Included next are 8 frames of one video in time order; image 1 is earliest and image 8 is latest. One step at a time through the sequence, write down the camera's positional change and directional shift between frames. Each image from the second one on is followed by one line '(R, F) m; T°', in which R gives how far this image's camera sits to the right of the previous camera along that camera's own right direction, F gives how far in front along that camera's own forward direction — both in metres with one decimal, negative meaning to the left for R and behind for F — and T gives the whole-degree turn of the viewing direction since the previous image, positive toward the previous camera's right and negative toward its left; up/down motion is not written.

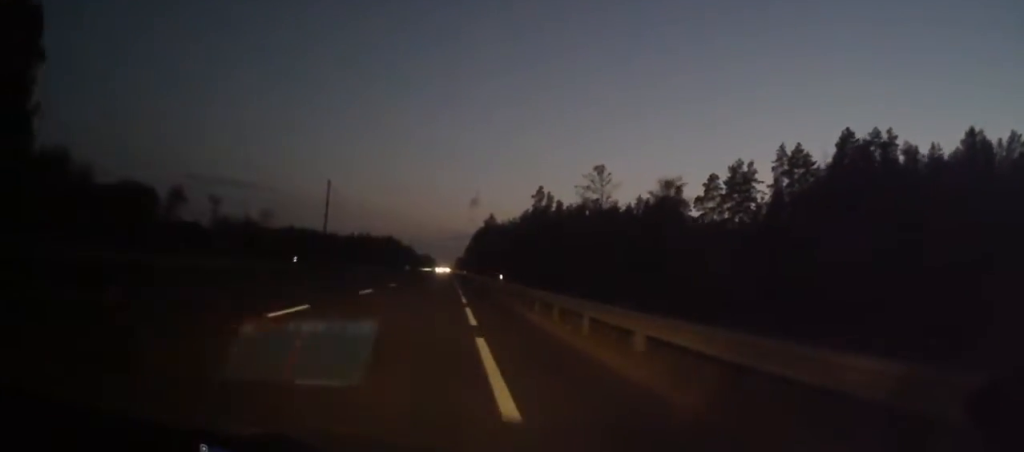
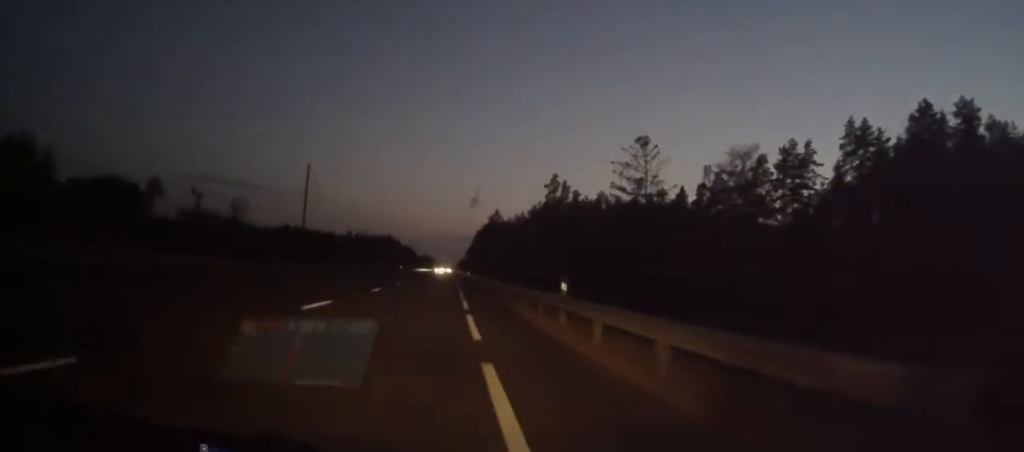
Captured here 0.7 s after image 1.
(-0.1, +21.1) m; 0°
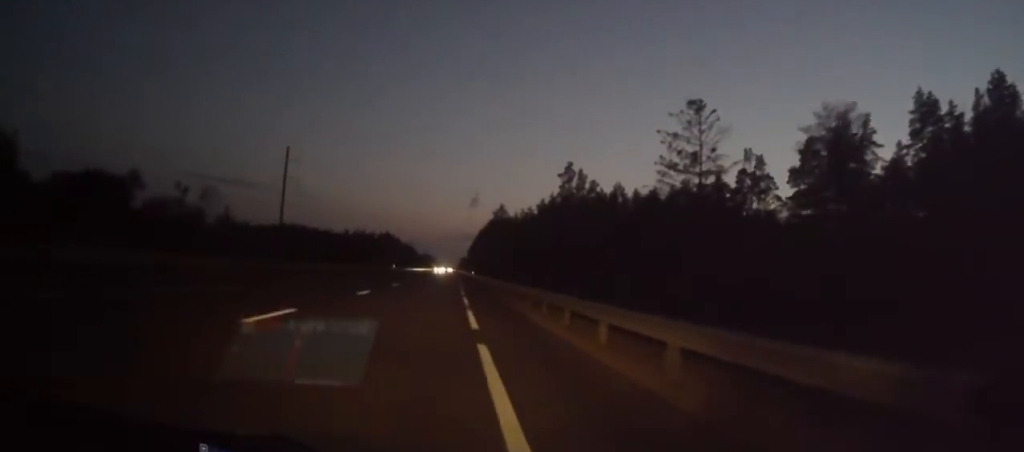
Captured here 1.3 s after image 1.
(0.0, +16.3) m; 0°
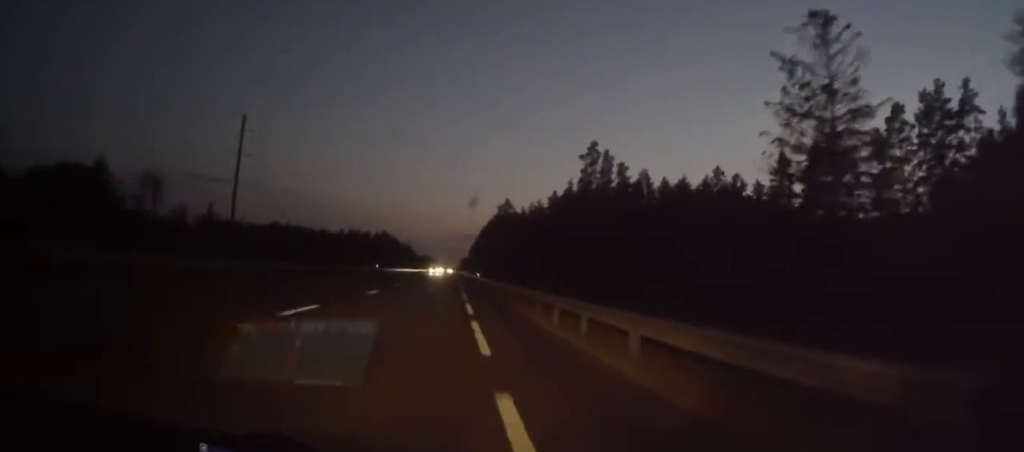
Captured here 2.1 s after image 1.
(+0.1, +22.0) m; 0°
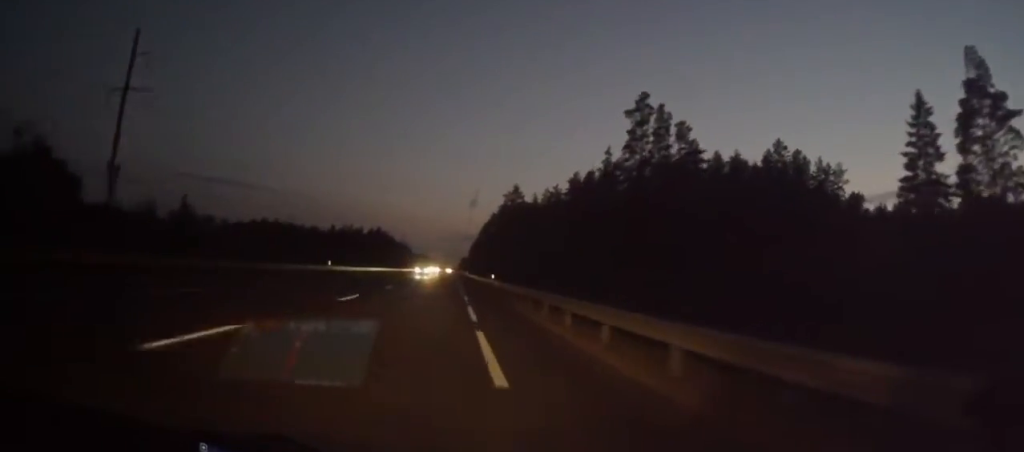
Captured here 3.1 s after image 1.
(-0.2, +29.6) m; 0°
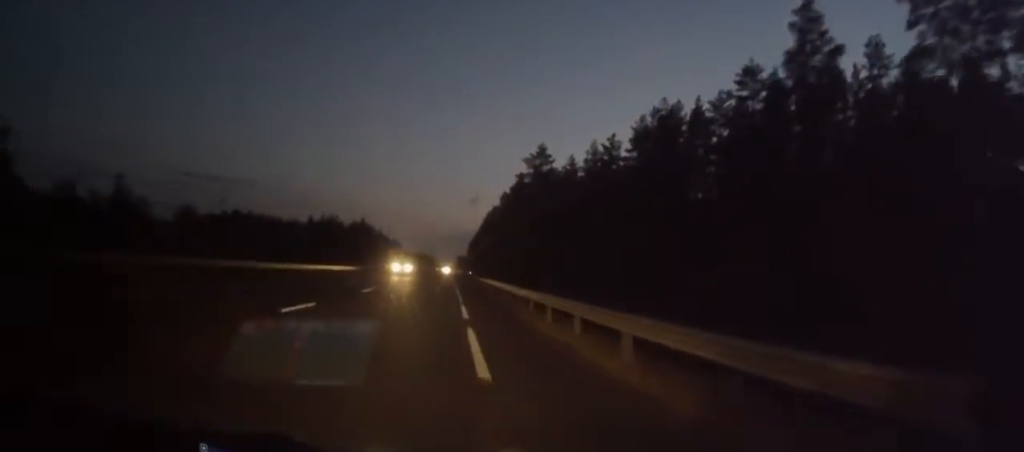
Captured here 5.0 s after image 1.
(-0.2, +53.6) m; 0°
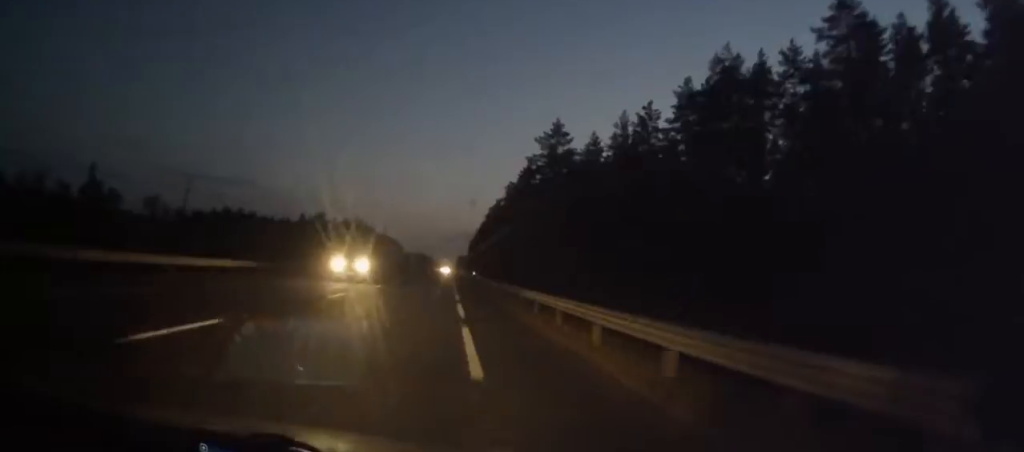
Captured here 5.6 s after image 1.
(+0.1, +18.2) m; 0°
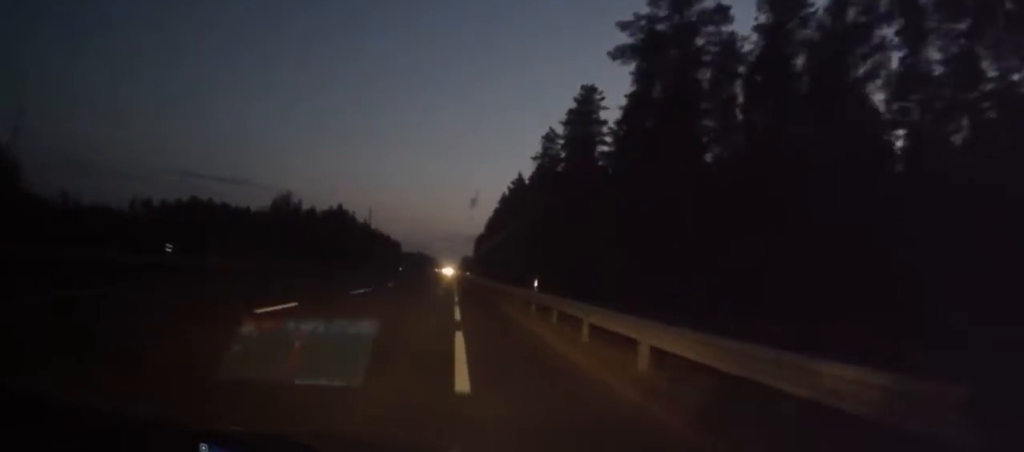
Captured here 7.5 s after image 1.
(+0.2, +54.5) m; 0°
